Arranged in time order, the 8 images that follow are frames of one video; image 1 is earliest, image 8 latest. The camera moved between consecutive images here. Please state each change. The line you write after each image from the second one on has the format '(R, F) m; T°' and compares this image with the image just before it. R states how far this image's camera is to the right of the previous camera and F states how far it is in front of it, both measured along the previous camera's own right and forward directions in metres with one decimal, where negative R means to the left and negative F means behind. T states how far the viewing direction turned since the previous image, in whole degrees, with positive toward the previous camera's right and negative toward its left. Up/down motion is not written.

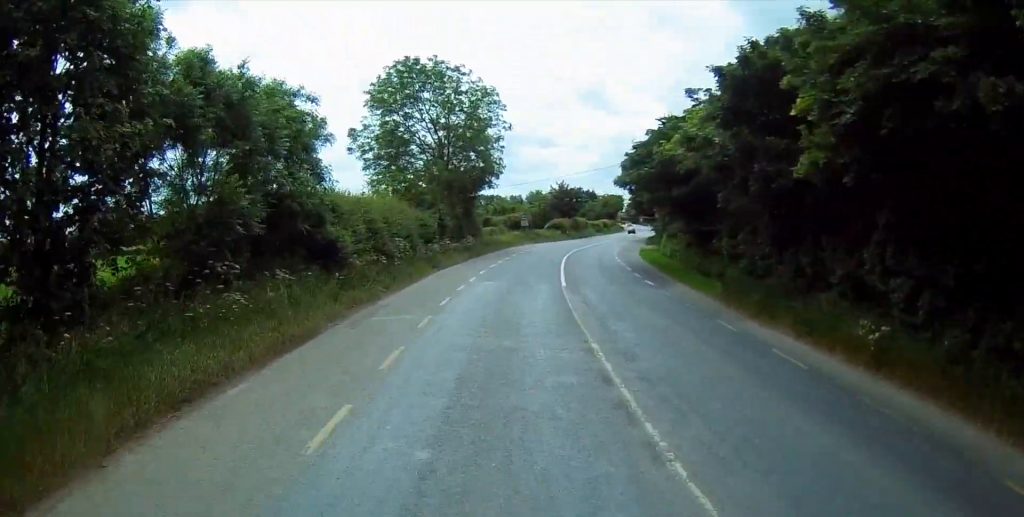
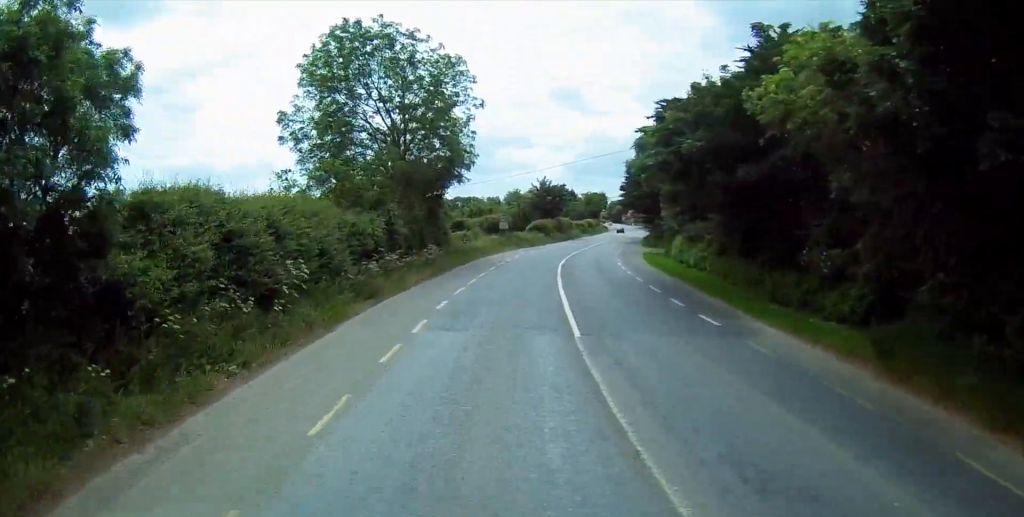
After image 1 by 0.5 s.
(+0.1, +11.1) m; 0°
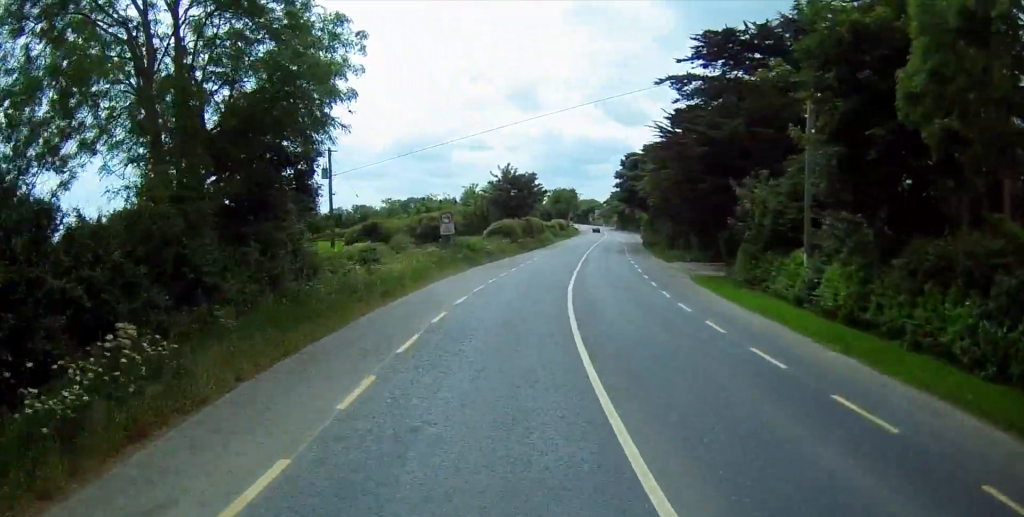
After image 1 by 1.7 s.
(-0.1, +25.7) m; +1°
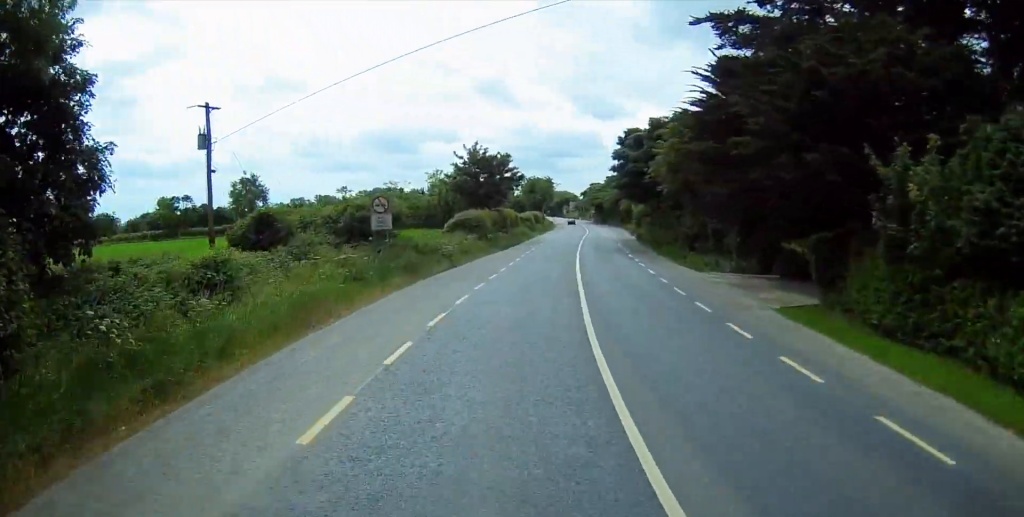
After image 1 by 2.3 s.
(+0.2, +13.8) m; +2°
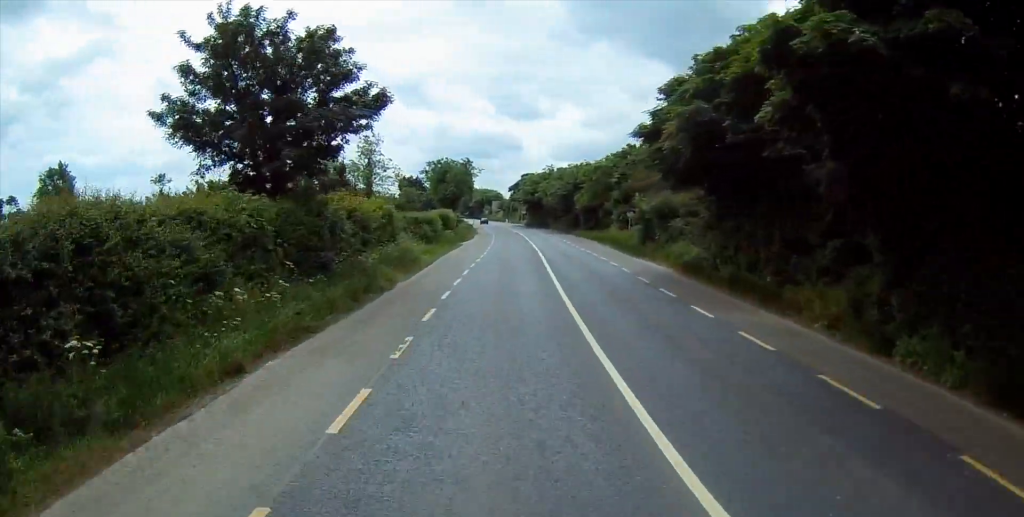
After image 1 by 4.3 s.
(+2.6, +43.9) m; +8°
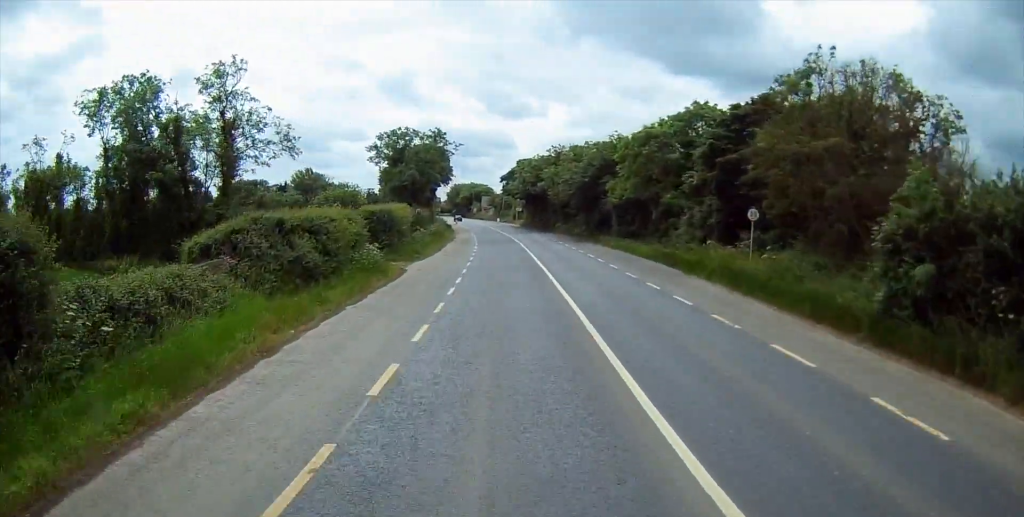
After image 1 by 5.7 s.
(+1.5, +31.5) m; +3°
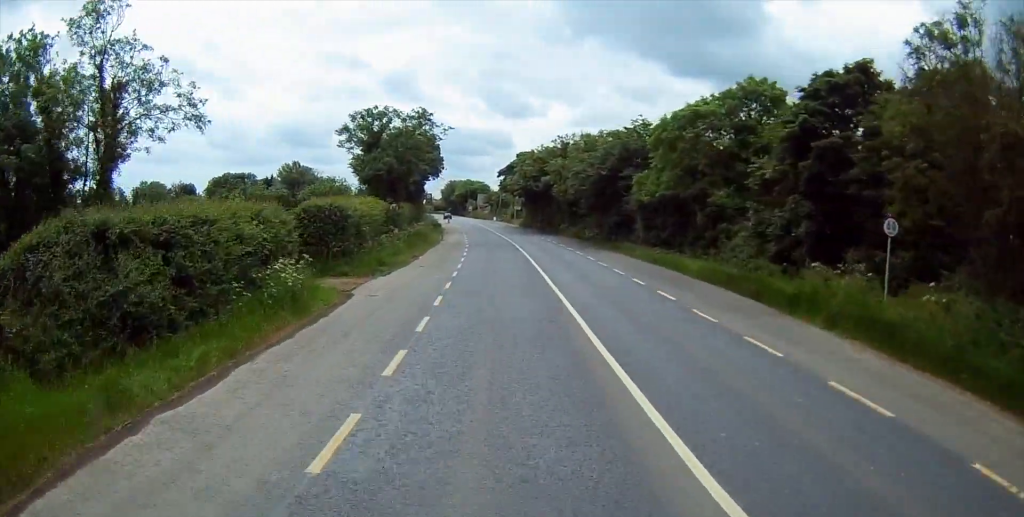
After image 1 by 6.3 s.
(-0.1, +11.5) m; 0°
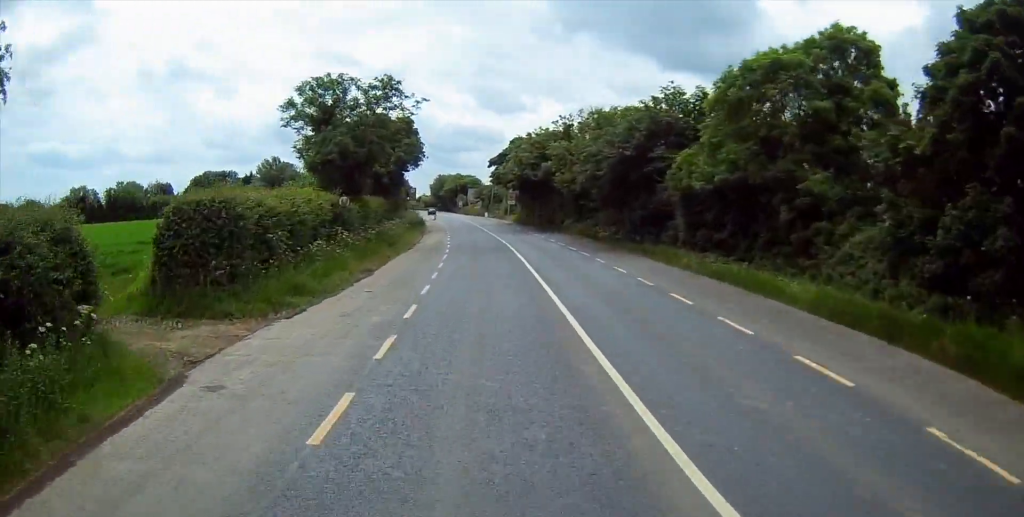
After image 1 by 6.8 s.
(+0.1, +11.8) m; +1°
